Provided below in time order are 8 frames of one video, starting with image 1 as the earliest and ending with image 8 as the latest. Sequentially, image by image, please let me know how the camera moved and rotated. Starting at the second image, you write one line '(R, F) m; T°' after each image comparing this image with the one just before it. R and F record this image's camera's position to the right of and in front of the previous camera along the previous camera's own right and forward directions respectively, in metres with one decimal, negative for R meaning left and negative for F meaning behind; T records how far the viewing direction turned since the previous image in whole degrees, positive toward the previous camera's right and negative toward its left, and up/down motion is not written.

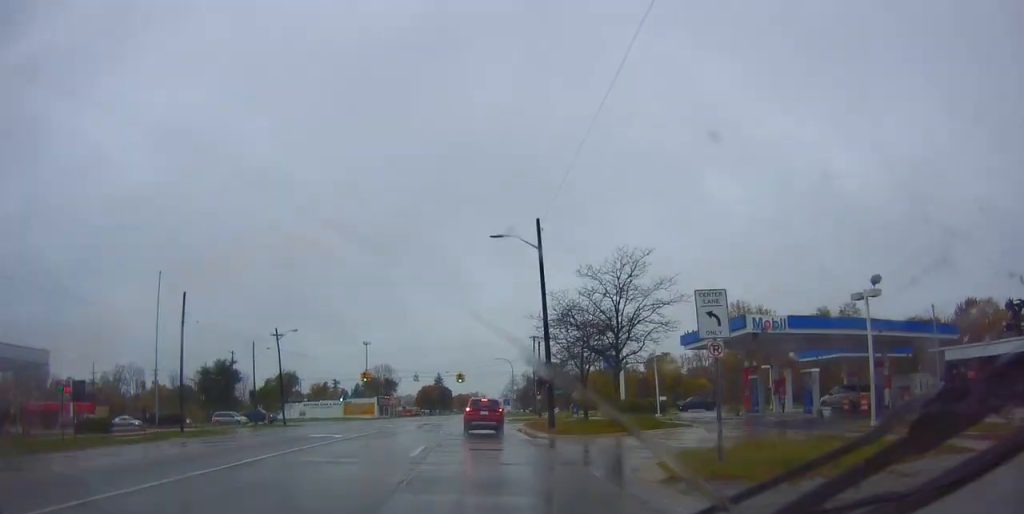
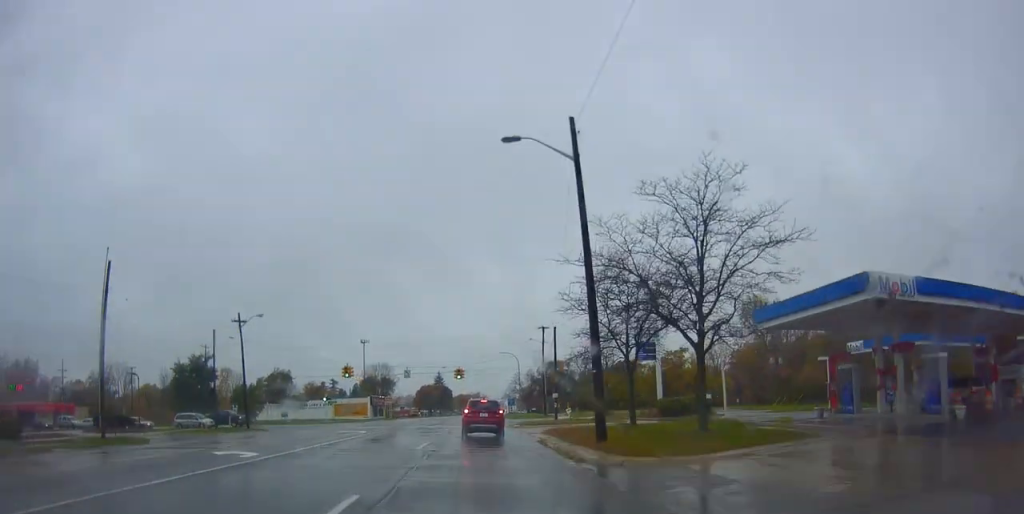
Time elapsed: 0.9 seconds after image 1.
(0.0, +12.7) m; -2°
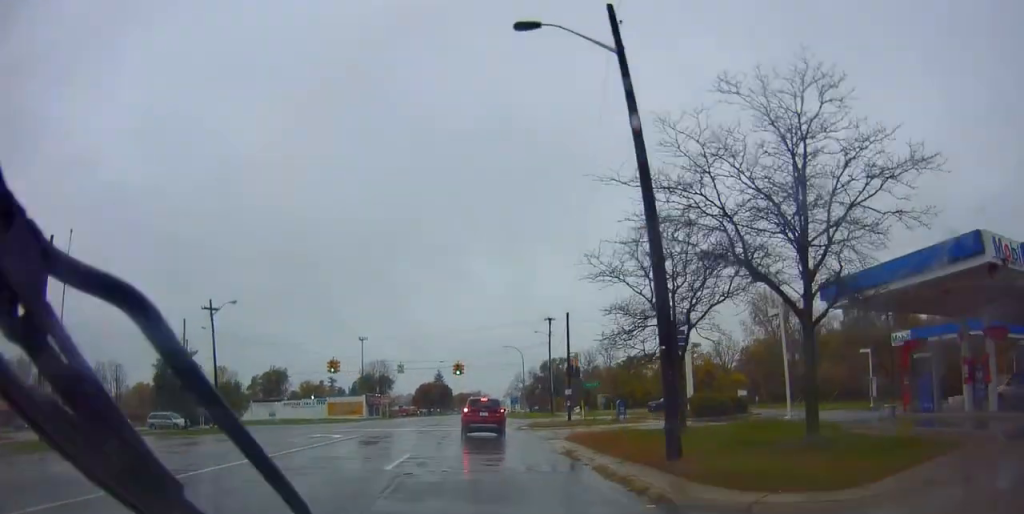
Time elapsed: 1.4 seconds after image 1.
(-0.4, +7.7) m; -2°
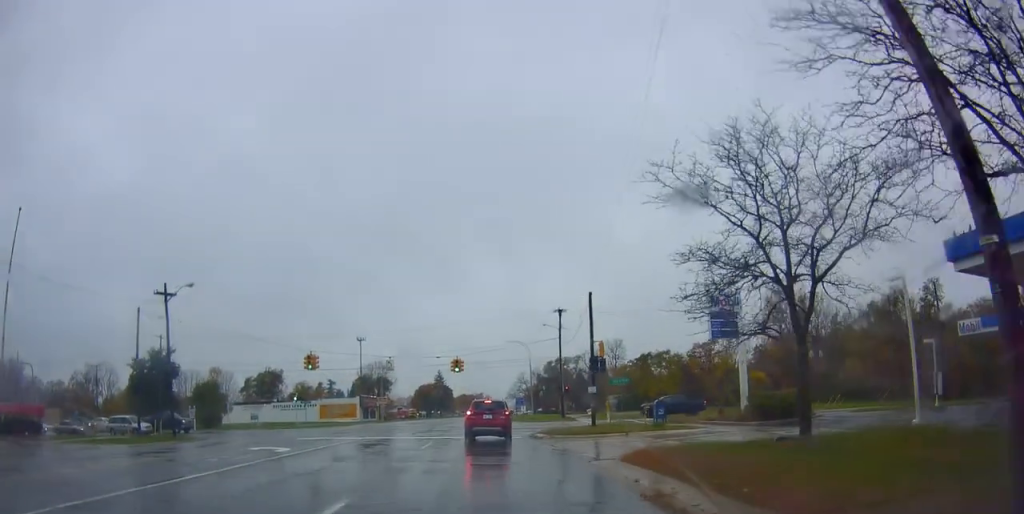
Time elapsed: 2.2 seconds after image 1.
(-0.2, +10.3) m; -2°
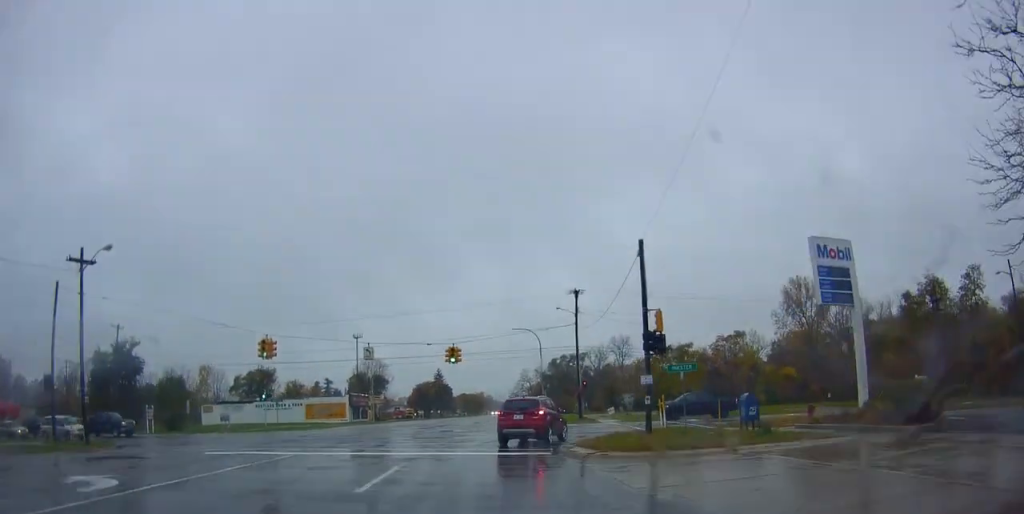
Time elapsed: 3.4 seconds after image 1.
(-0.1, +13.1) m; 0°
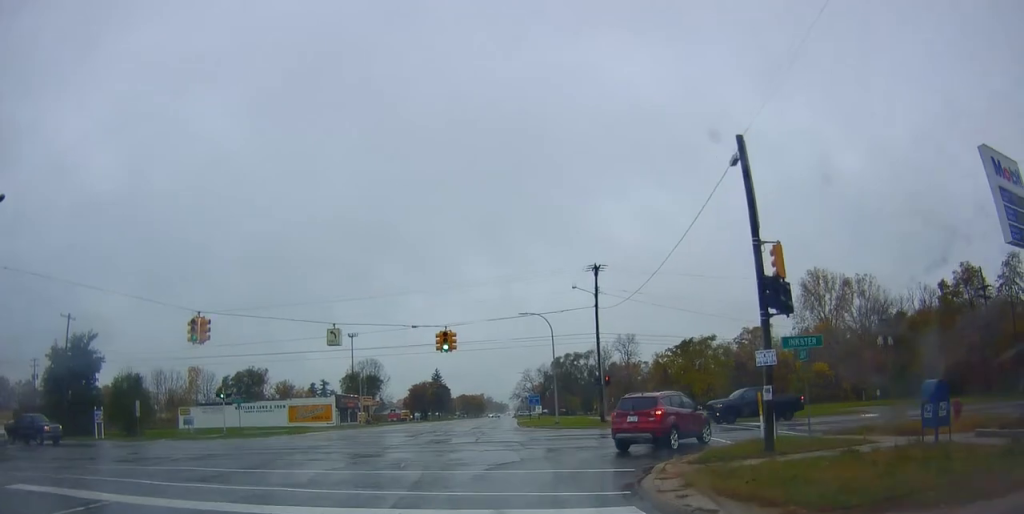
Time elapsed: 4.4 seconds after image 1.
(+0.1, +10.1) m; 0°
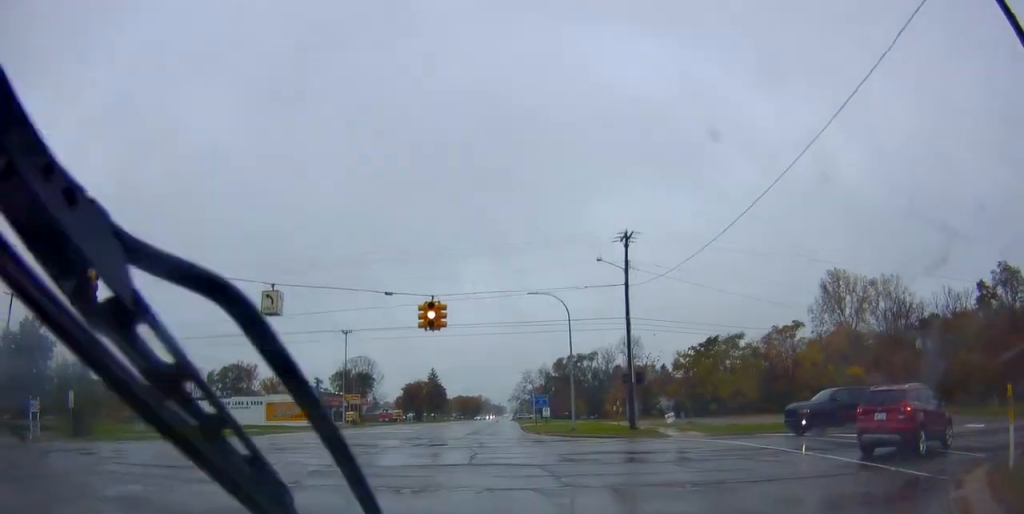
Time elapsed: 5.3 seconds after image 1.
(-0.1, +8.6) m; -1°
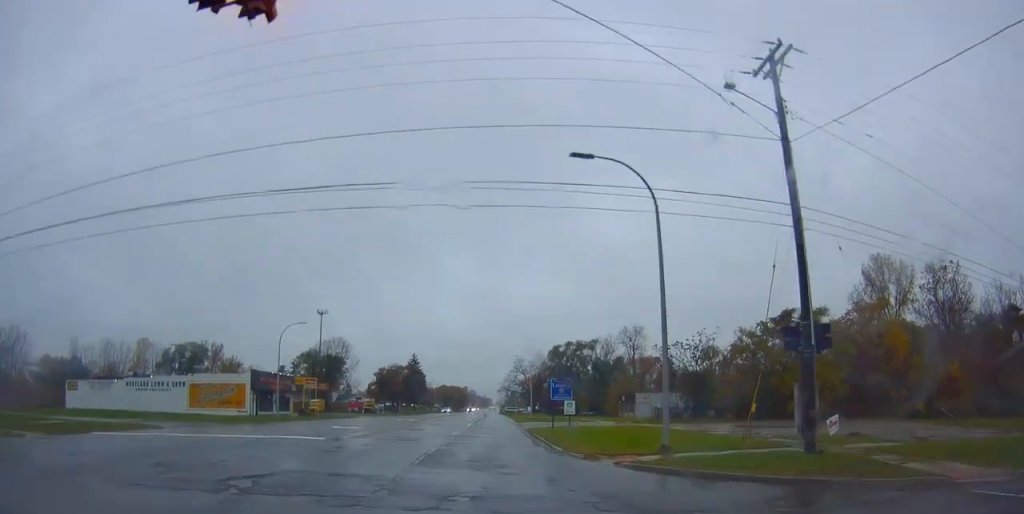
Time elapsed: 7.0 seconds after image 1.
(+0.2, +17.9) m; +8°
